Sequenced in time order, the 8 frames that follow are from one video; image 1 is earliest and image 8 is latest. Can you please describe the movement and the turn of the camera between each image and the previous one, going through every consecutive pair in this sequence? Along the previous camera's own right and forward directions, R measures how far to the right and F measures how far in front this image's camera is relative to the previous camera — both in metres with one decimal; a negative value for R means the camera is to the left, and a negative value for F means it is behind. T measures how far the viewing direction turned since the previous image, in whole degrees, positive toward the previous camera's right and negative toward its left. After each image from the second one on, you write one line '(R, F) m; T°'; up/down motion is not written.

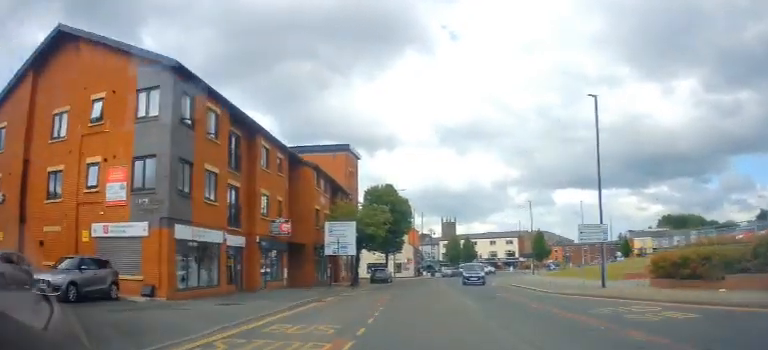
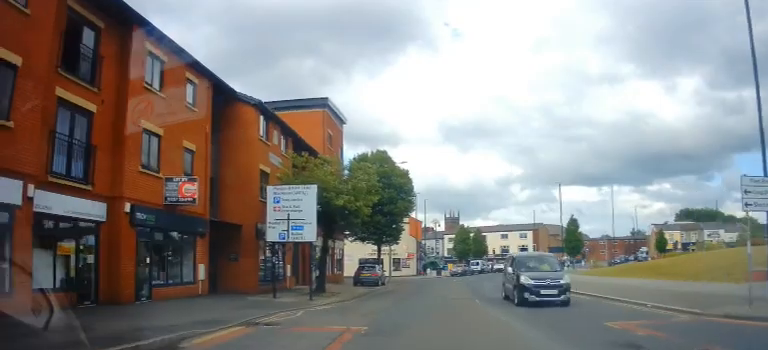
(0.0, +13.1) m; -1°
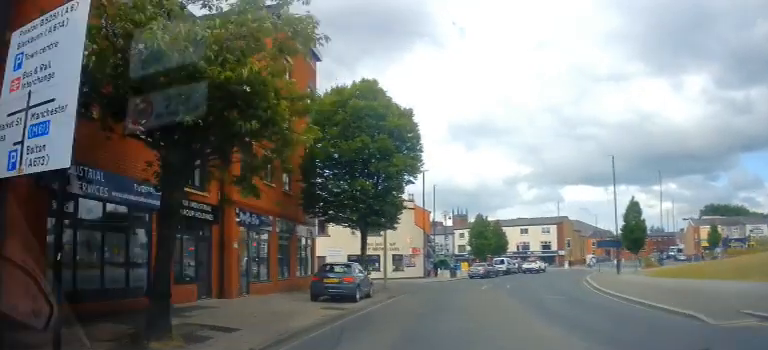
(-0.3, +14.2) m; 0°
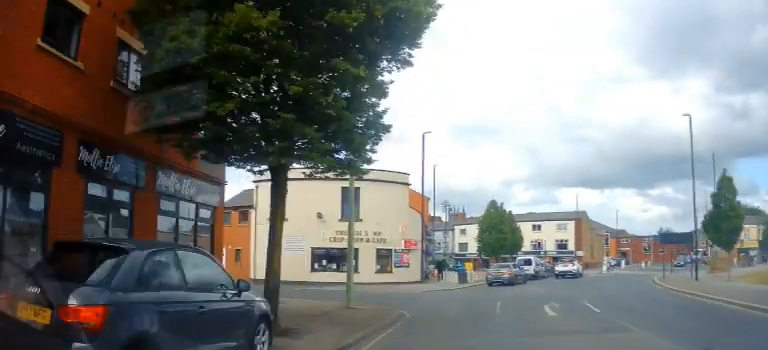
(+0.2, +13.5) m; +1°
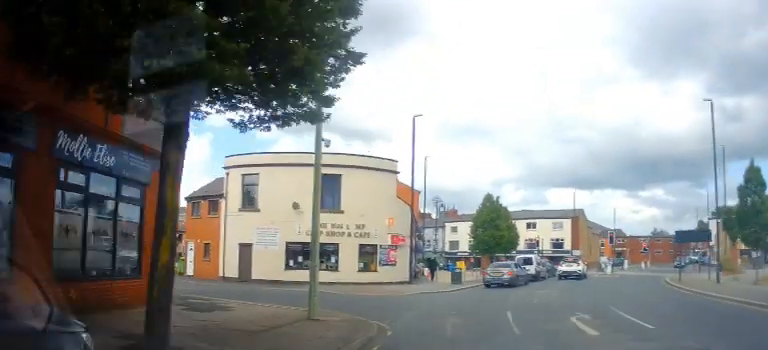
(0.0, +3.6) m; +2°
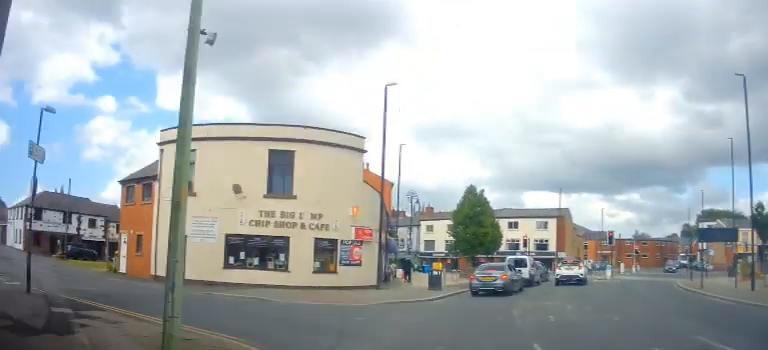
(+0.1, +5.6) m; +3°
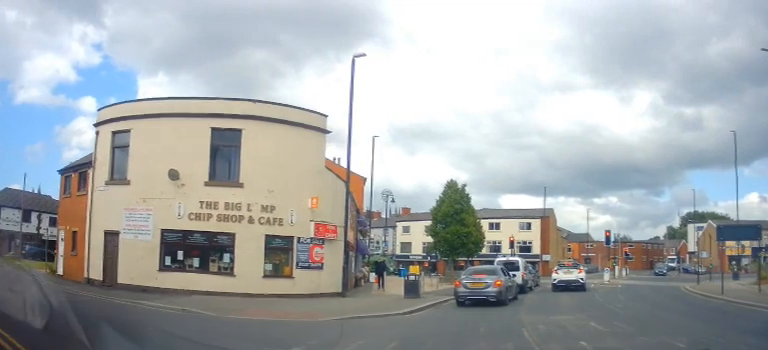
(+0.3, +4.3) m; +2°
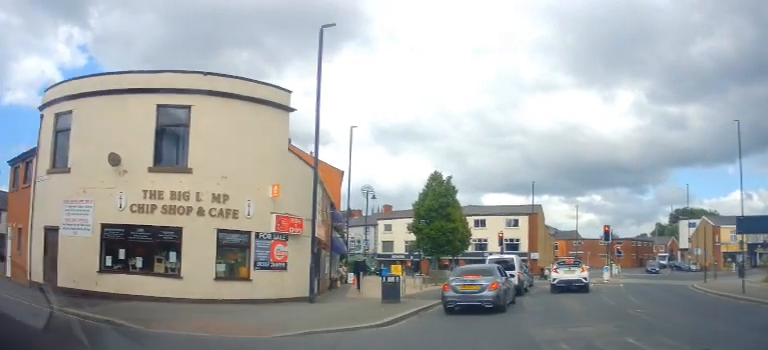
(-0.1, +2.9) m; 0°
